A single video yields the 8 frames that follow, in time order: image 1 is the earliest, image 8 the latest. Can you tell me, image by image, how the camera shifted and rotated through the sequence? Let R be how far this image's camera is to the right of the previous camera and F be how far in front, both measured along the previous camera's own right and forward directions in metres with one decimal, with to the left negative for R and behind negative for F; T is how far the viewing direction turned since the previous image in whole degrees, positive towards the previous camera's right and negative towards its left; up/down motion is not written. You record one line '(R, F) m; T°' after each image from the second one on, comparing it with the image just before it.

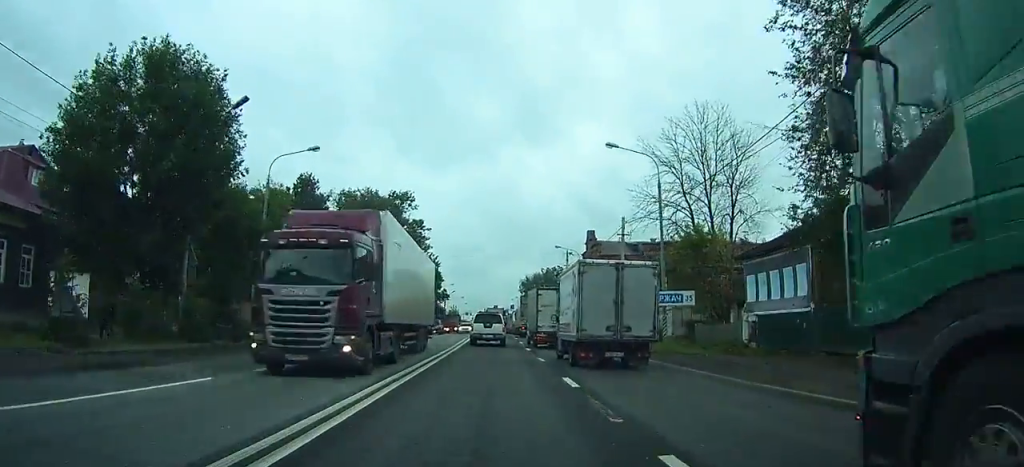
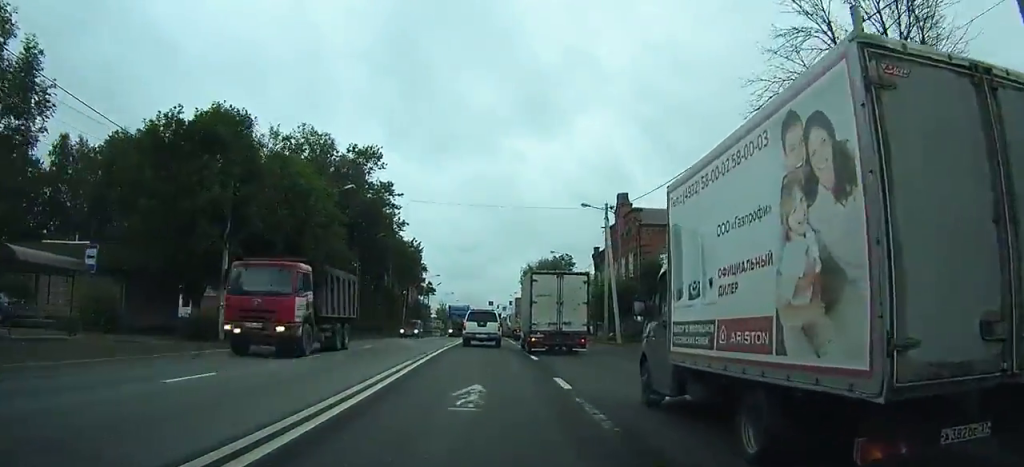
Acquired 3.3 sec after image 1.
(+0.9, +26.9) m; +1°
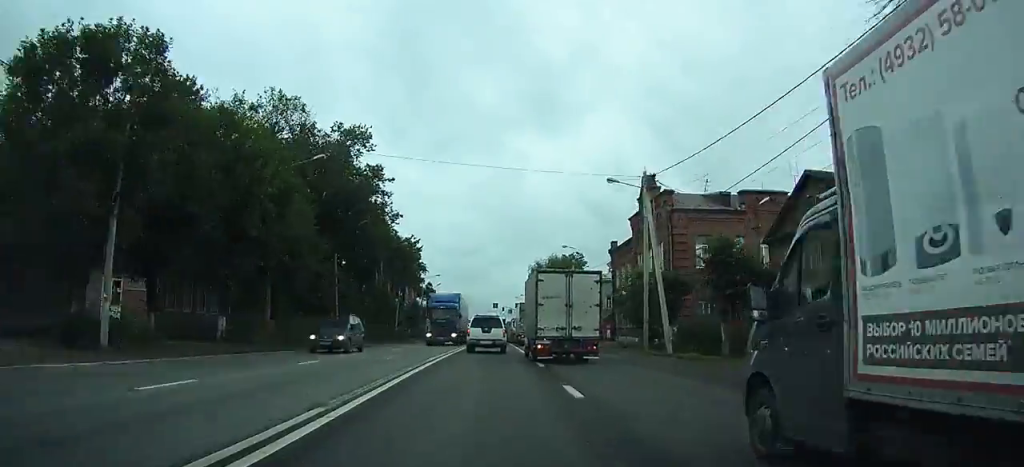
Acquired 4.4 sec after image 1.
(0.0, +9.5) m; 0°
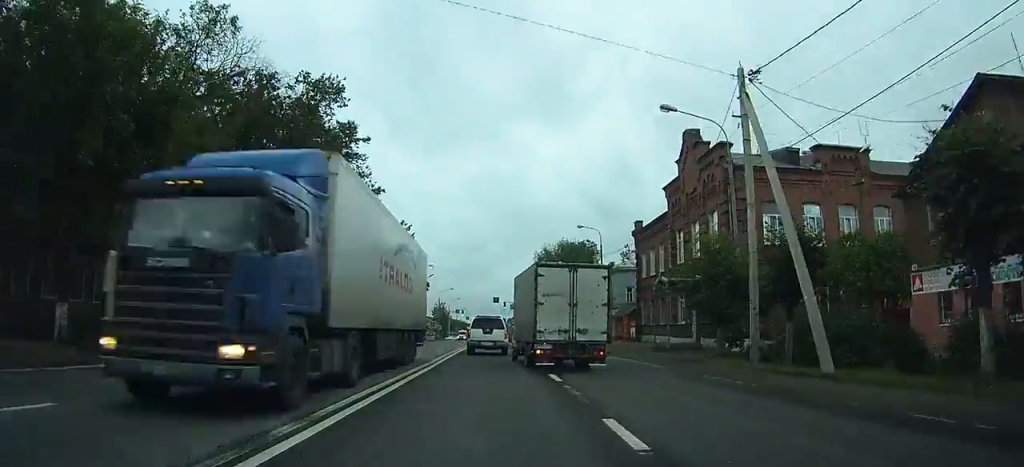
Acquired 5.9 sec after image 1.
(-0.1, +12.3) m; 0°
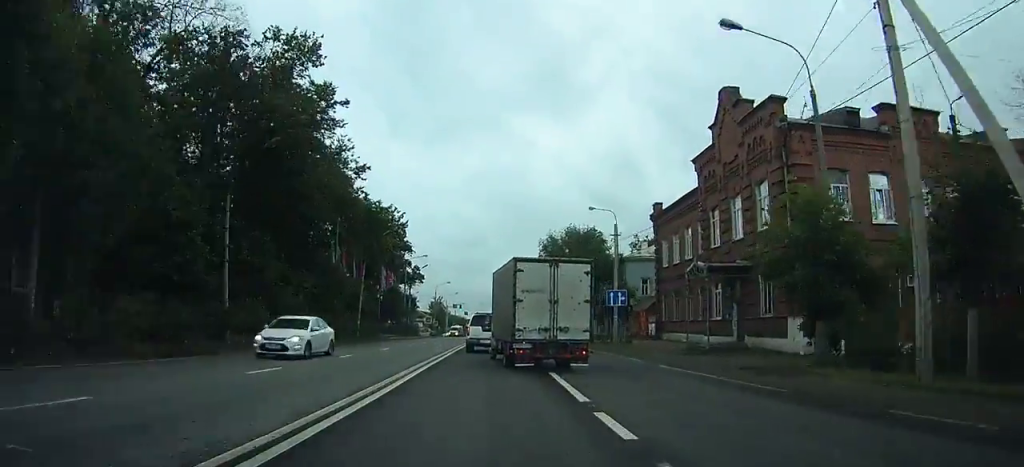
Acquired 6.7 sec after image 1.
(0.0, +7.4) m; 0°
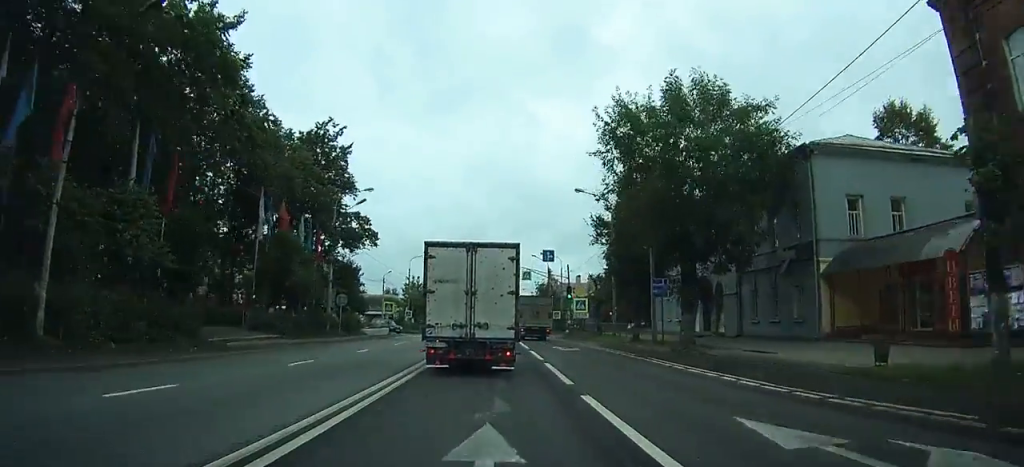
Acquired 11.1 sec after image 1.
(+0.1, +38.1) m; 0°
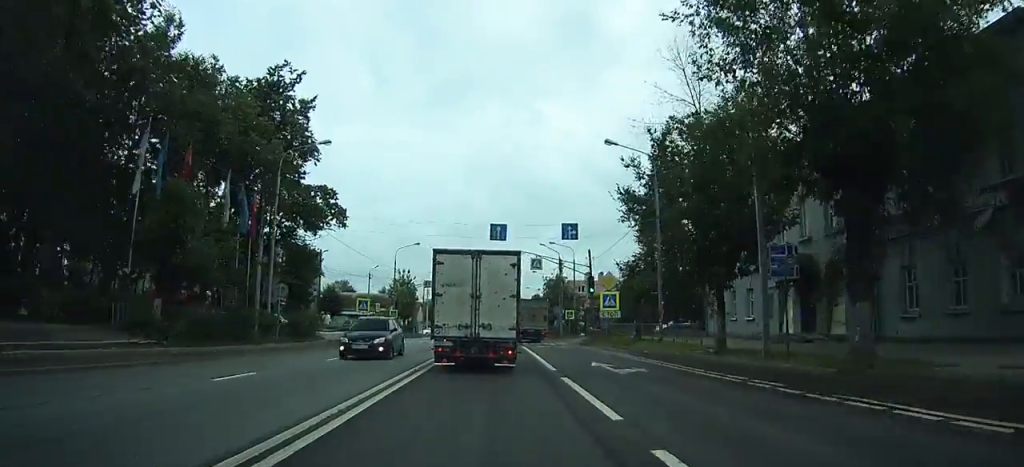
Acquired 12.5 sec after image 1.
(0.0, +13.1) m; 0°
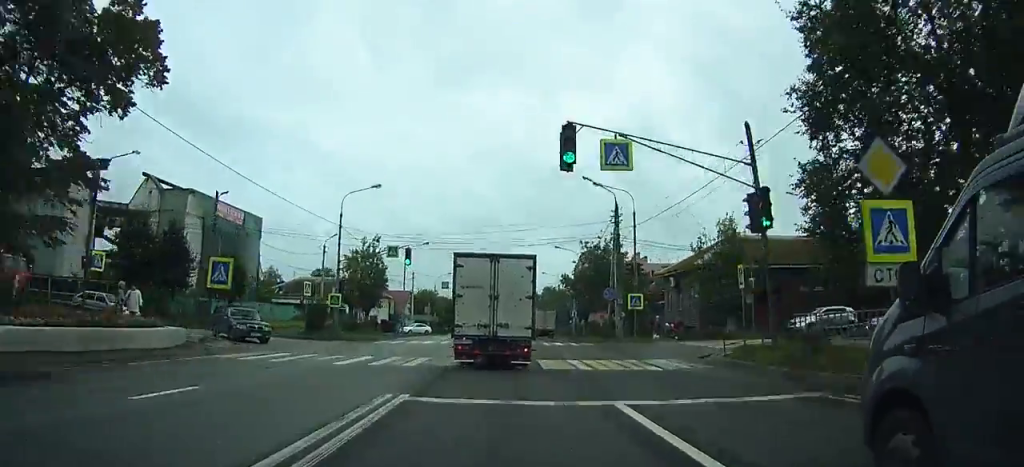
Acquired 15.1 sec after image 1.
(0.0, +26.4) m; -1°
